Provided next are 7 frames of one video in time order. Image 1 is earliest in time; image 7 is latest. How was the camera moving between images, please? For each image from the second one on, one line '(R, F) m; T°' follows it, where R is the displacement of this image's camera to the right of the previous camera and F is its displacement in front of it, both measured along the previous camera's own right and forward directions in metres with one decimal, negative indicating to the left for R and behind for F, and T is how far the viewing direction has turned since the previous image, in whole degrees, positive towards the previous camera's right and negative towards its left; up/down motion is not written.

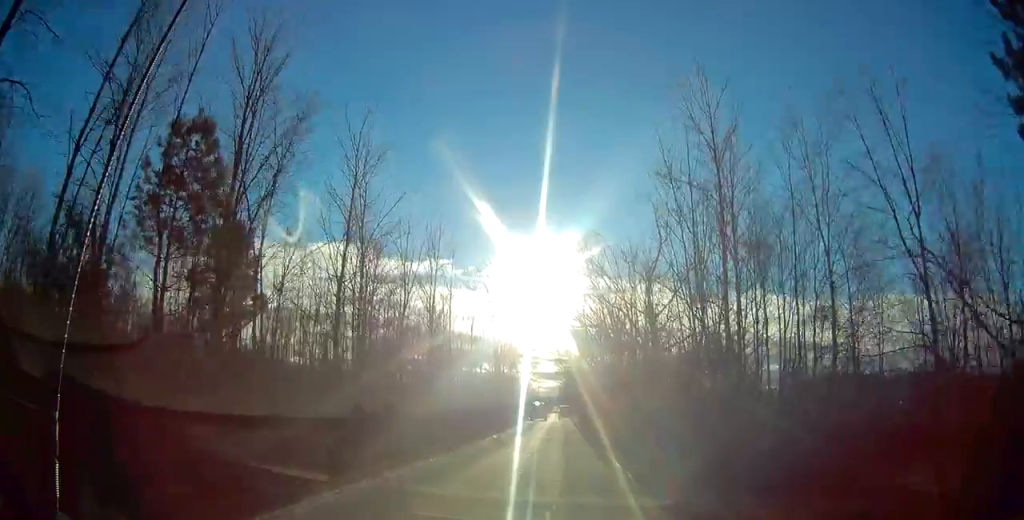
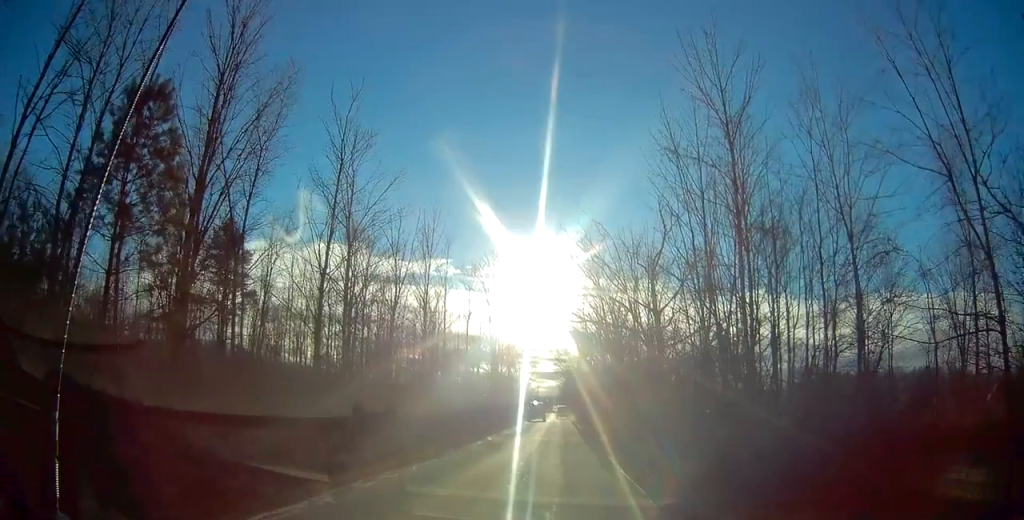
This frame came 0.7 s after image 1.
(+0.1, +2.0) m; +2°
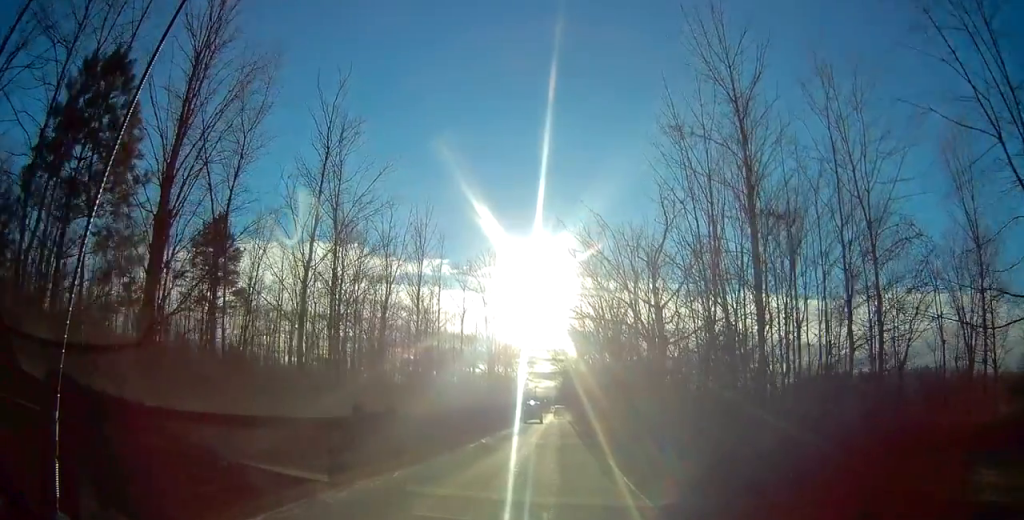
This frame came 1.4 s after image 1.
(+0.1, +1.6) m; -2°
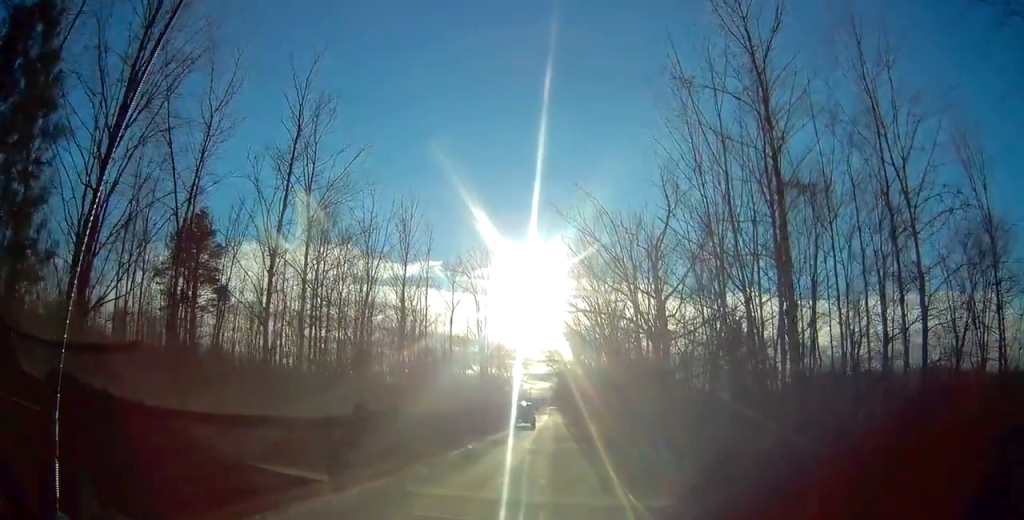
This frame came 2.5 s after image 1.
(-0.2, +2.9) m; -1°
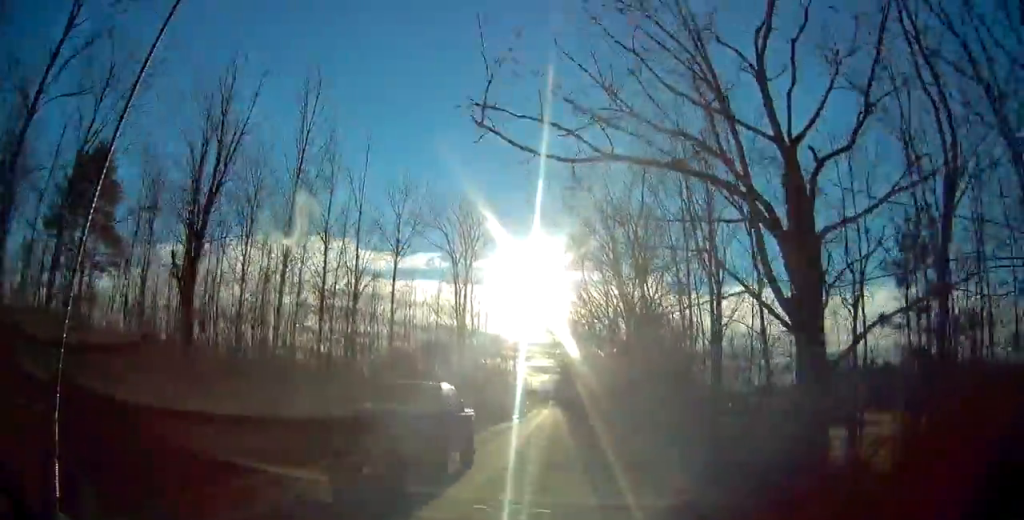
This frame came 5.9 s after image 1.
(+0.5, +14.7) m; 0°
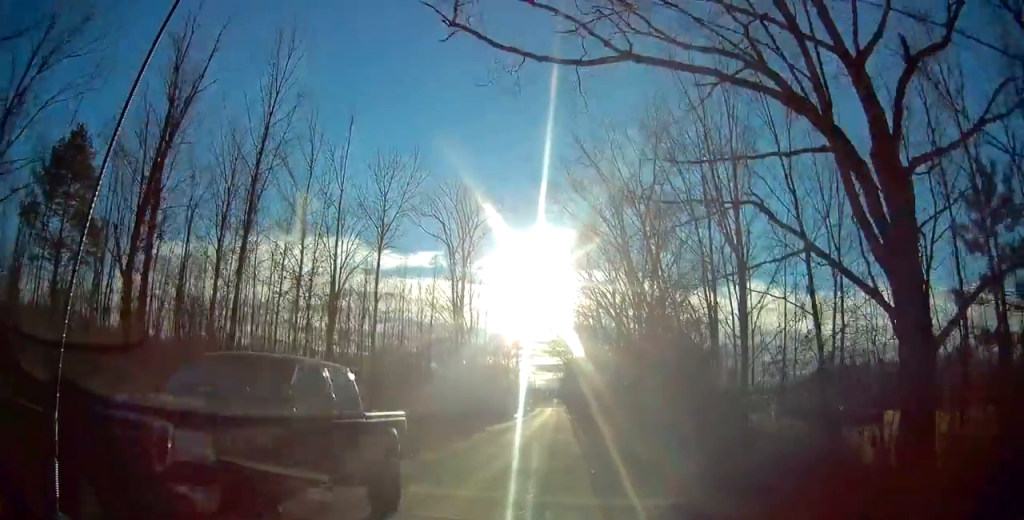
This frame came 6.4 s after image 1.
(-0.1, +3.0) m; +2°
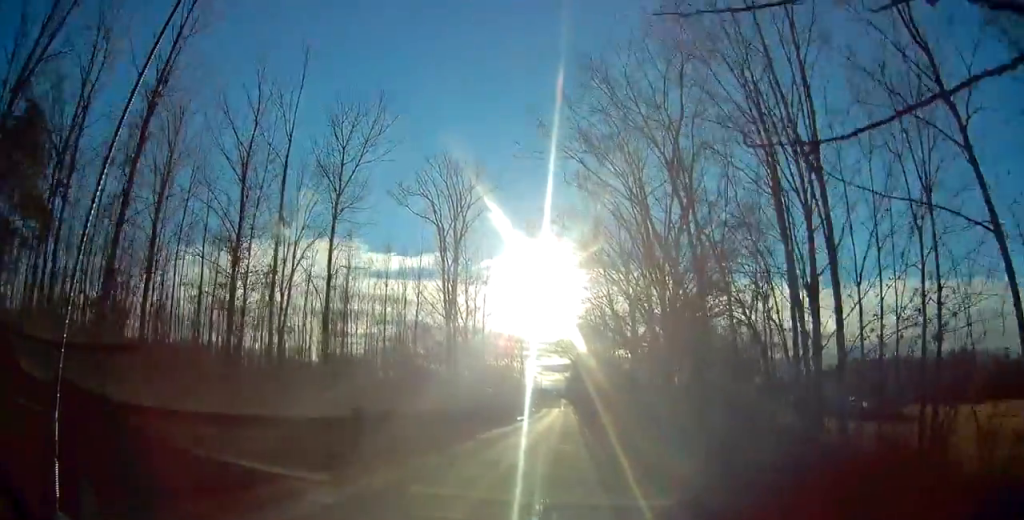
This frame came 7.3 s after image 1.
(+0.3, +5.9) m; +1°
